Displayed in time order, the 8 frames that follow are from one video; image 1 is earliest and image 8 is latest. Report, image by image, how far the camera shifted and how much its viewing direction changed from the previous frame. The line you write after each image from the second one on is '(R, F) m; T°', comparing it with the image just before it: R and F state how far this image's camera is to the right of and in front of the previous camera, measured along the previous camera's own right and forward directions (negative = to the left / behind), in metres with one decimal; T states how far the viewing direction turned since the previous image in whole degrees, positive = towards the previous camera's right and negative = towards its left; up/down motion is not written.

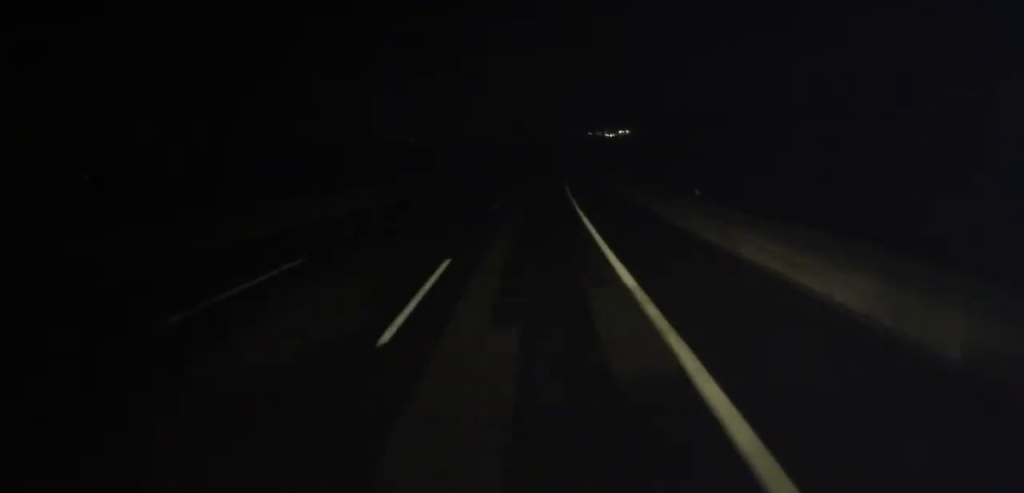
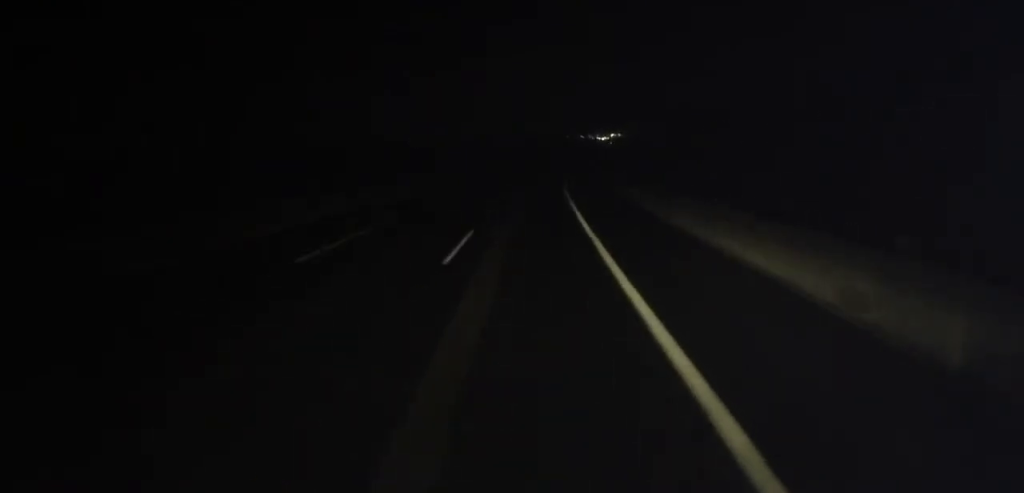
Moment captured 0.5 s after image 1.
(0.0, +12.2) m; +1°
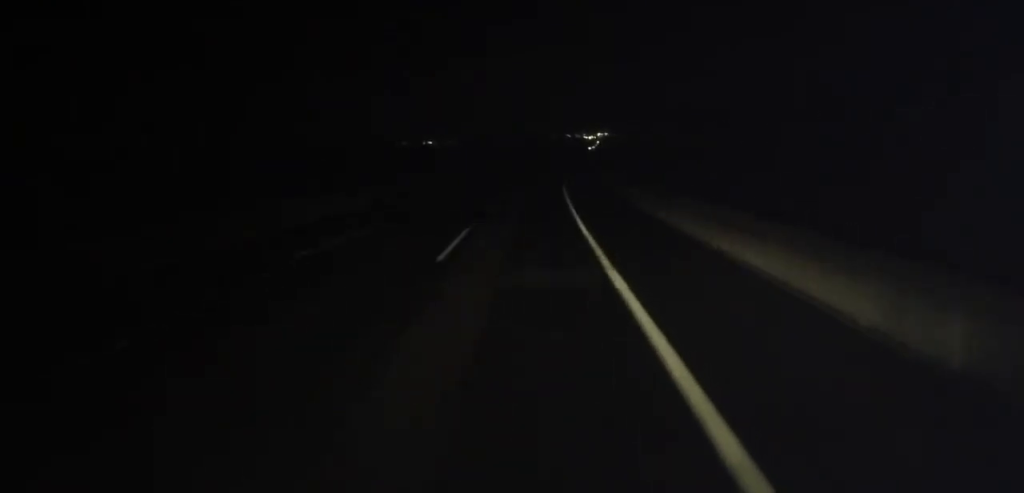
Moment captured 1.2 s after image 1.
(+0.1, +17.9) m; +2°
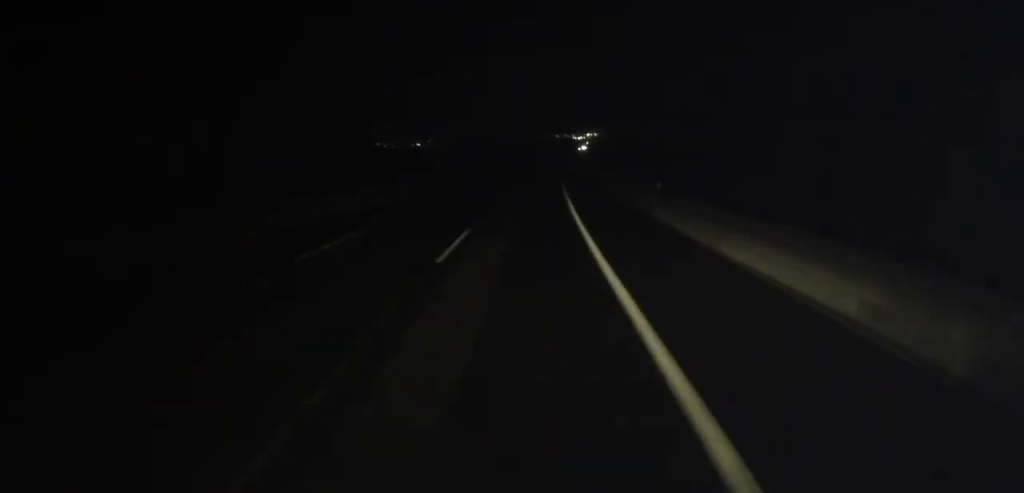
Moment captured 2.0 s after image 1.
(+0.2, +17.9) m; +2°
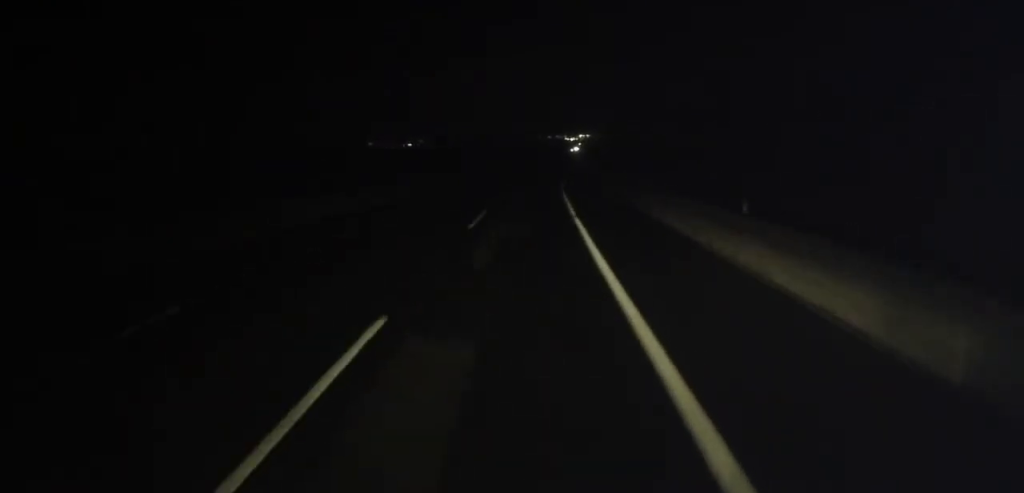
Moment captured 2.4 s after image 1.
(+0.3, +11.3) m; 0°
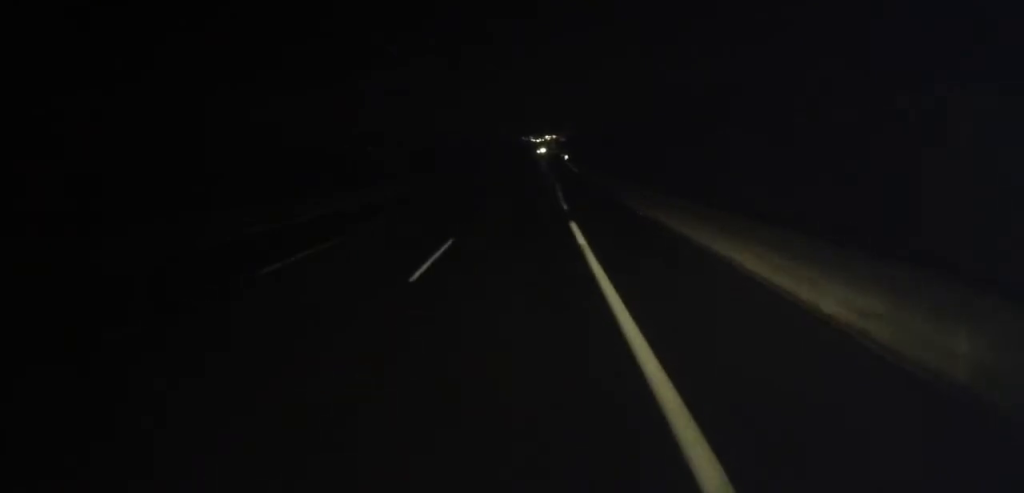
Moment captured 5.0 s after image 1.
(+1.1, +62.7) m; +2°
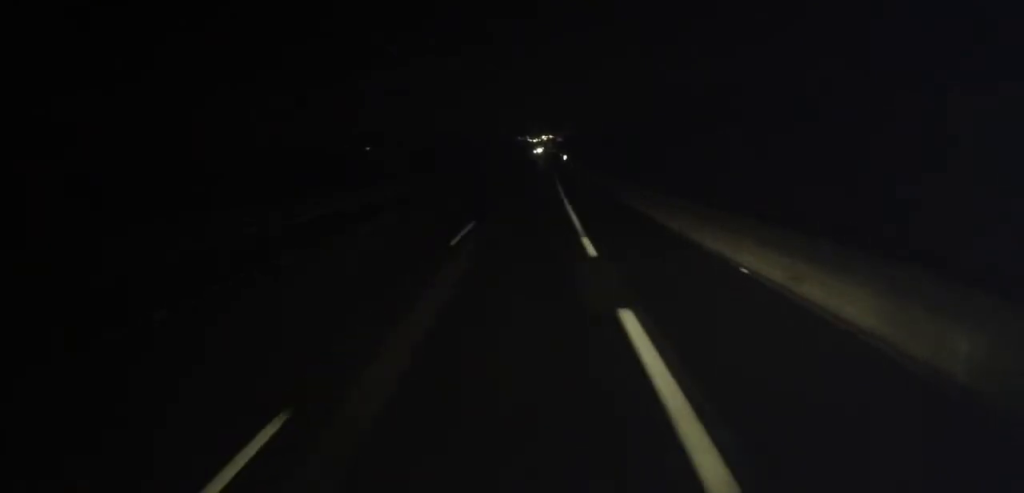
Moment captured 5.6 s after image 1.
(-0.1, +12.7) m; +1°
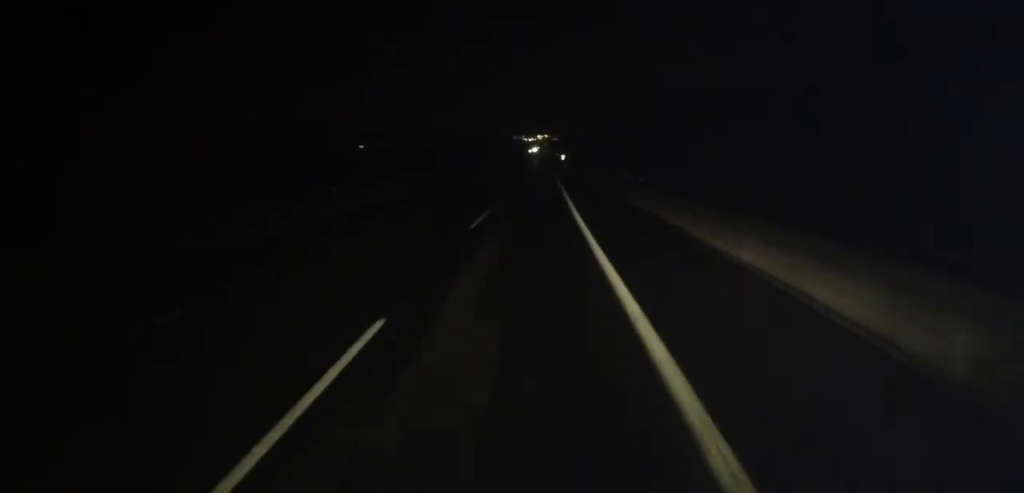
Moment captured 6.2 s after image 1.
(+0.1, +14.3) m; +1°
